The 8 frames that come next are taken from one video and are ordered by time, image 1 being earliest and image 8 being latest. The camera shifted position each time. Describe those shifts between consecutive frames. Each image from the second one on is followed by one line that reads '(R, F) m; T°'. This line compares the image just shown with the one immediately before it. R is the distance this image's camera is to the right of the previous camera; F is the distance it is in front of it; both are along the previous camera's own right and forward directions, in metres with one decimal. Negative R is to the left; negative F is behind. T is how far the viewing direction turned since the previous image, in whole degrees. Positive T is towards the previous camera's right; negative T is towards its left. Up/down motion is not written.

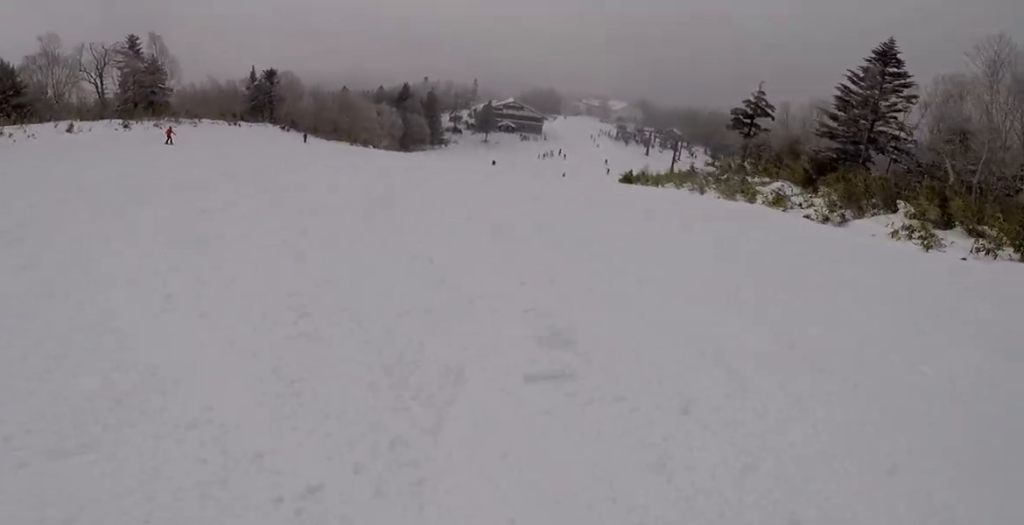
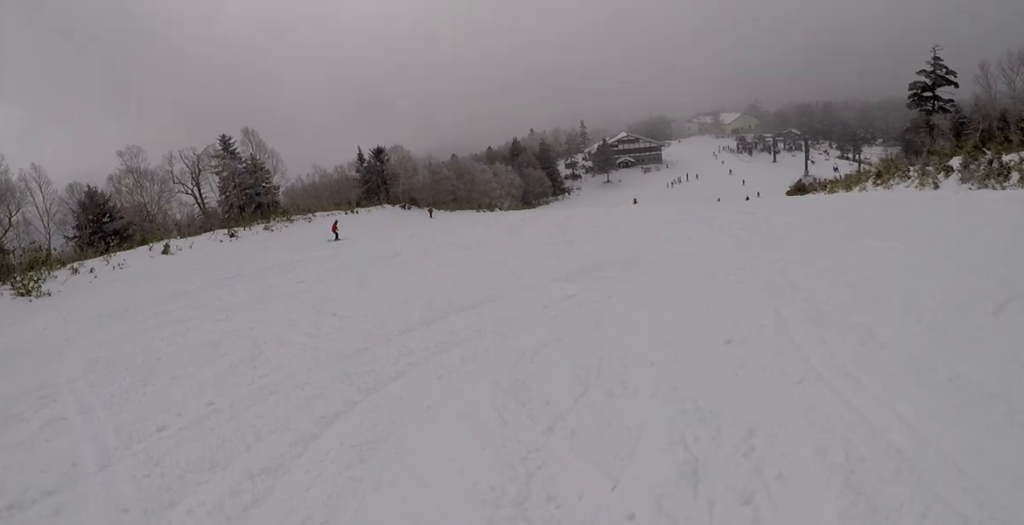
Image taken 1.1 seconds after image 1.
(-2.0, +9.0) m; -12°
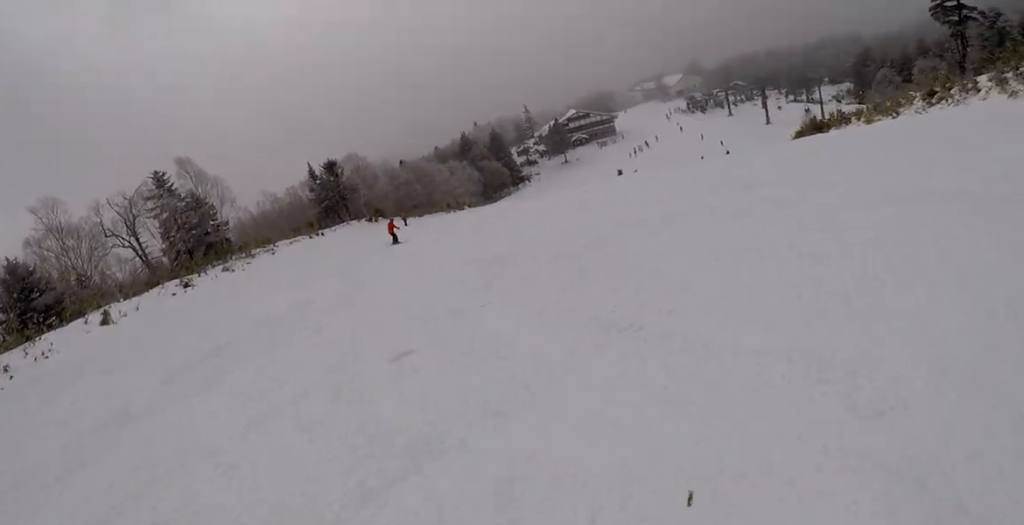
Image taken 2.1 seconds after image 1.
(+0.2, +9.3) m; +11°
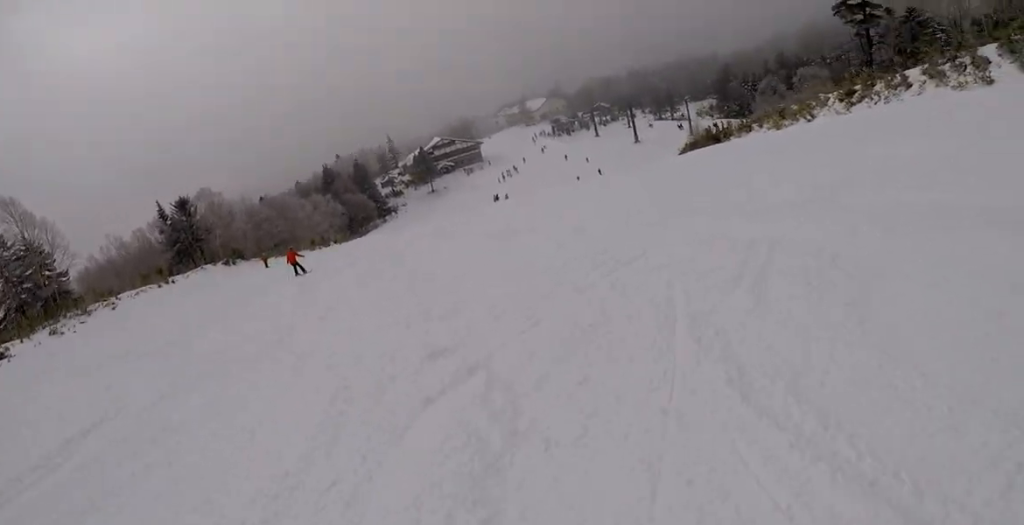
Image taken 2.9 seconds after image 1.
(+0.7, +6.7) m; +12°
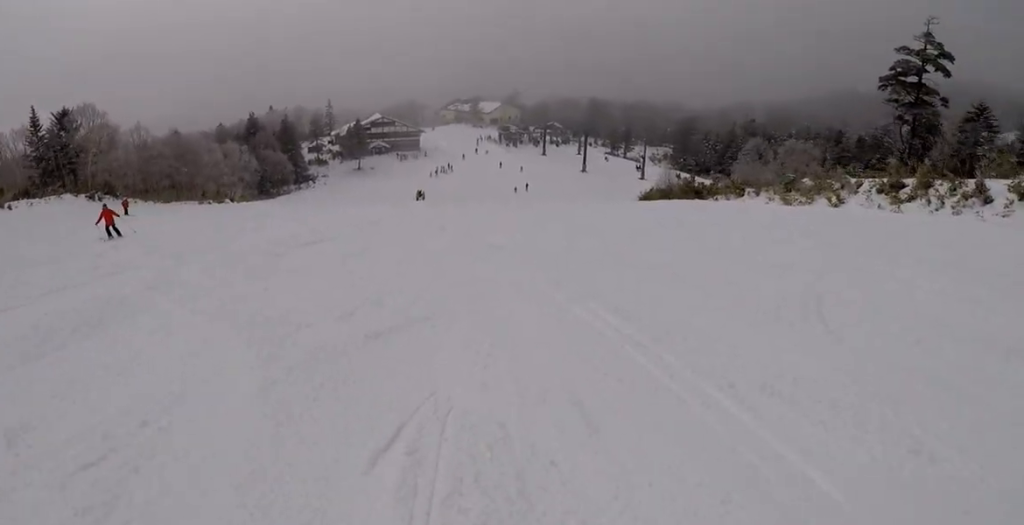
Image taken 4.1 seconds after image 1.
(+1.3, +11.3) m; +7°
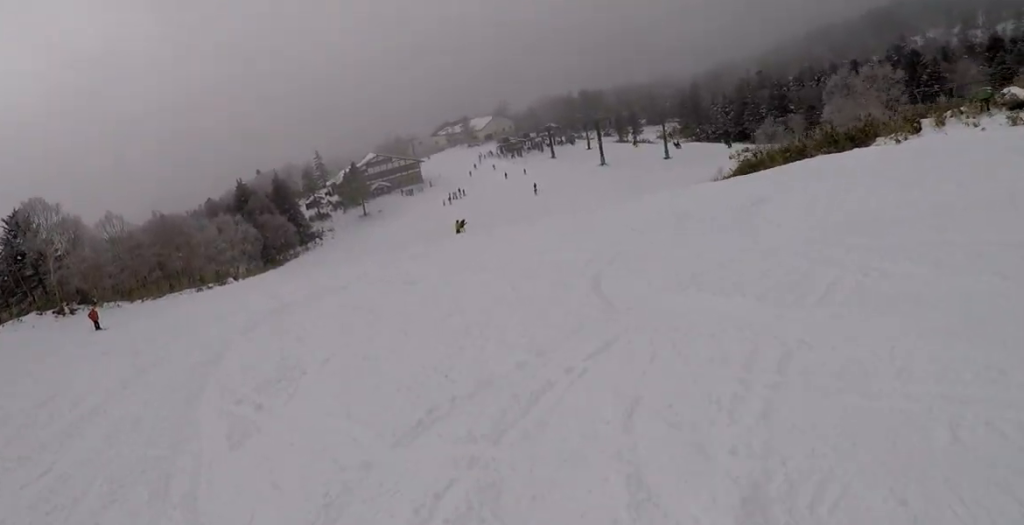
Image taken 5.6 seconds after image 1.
(0.0, +14.3) m; +5°
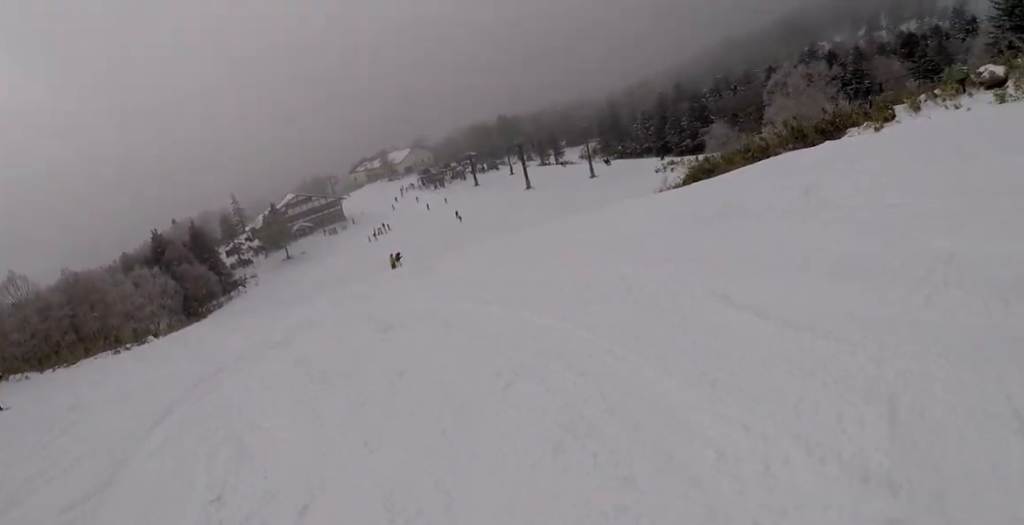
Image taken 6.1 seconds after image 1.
(+0.1, +3.9) m; +4°
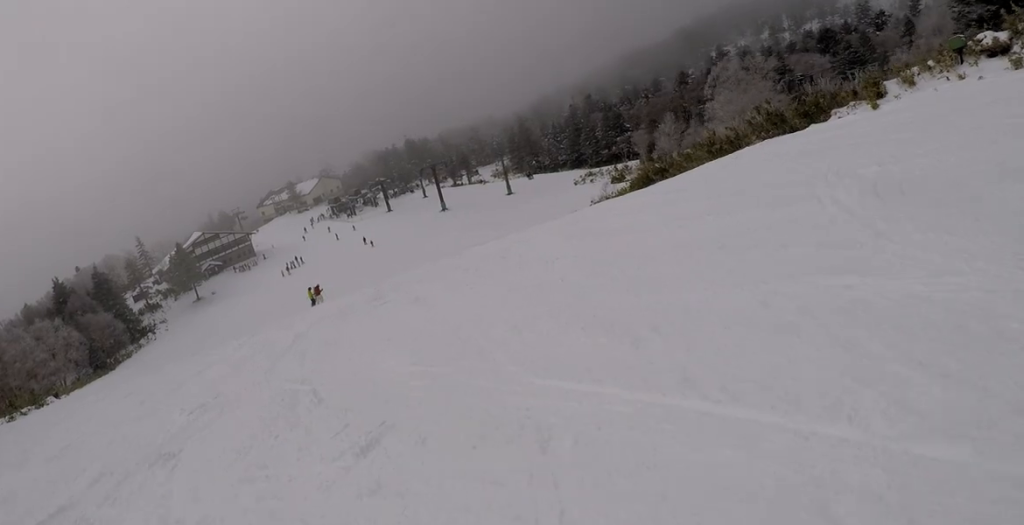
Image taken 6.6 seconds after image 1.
(+0.3, +5.3) m; +6°
